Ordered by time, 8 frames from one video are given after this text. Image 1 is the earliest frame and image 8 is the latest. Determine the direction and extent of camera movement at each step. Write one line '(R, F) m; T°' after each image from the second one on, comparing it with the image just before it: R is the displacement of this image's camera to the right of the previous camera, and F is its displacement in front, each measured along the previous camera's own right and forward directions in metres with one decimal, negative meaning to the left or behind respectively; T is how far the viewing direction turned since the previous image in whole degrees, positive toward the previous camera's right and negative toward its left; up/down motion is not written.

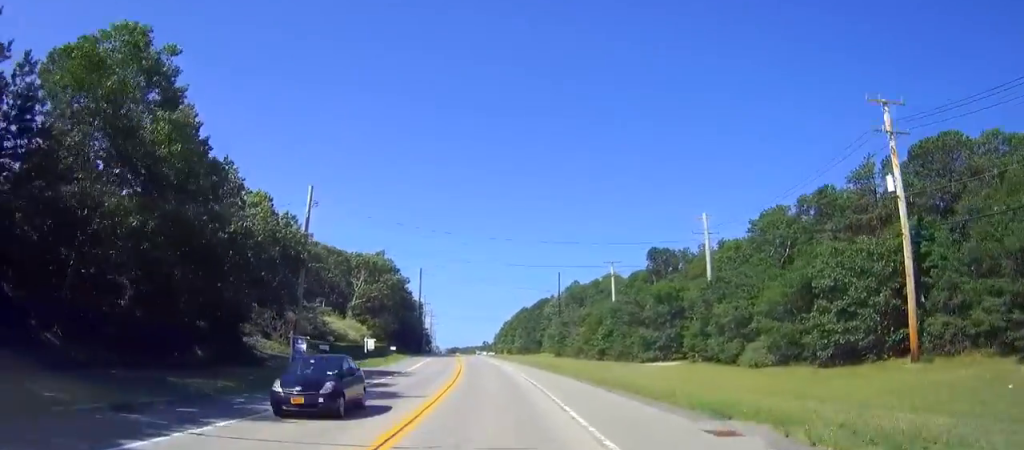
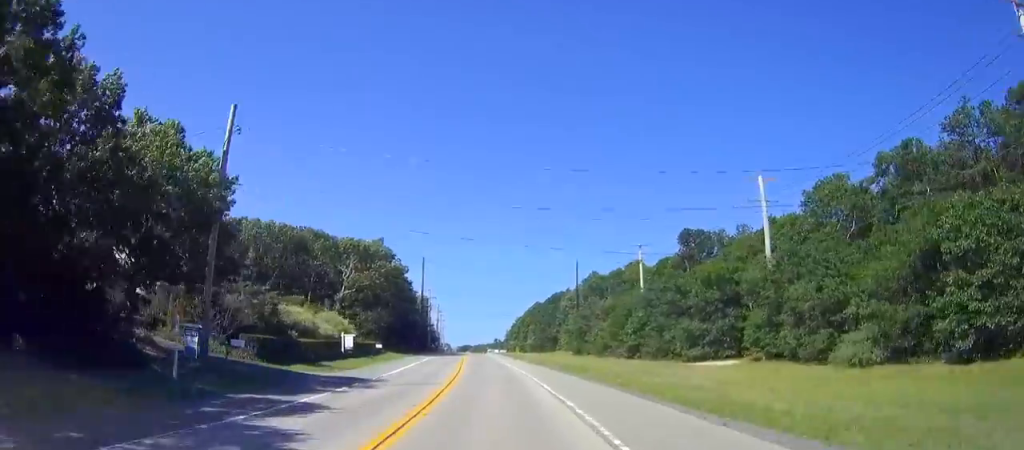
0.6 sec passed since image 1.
(0.0, +14.5) m; 0°
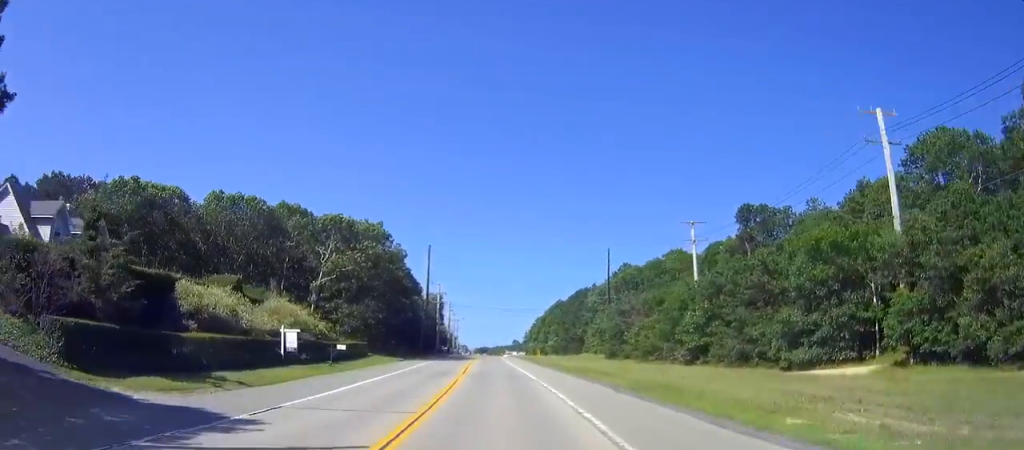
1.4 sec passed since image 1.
(0.0, +19.3) m; 0°
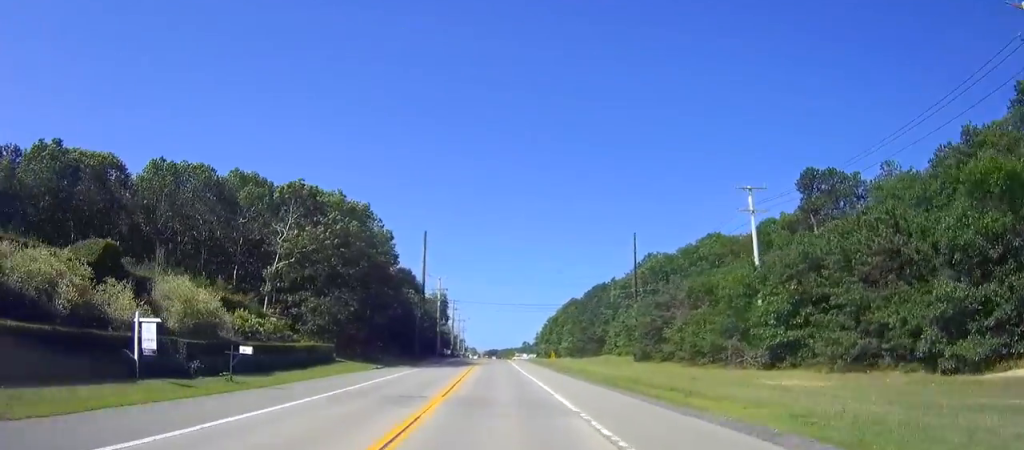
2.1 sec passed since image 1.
(0.0, +16.8) m; 0°
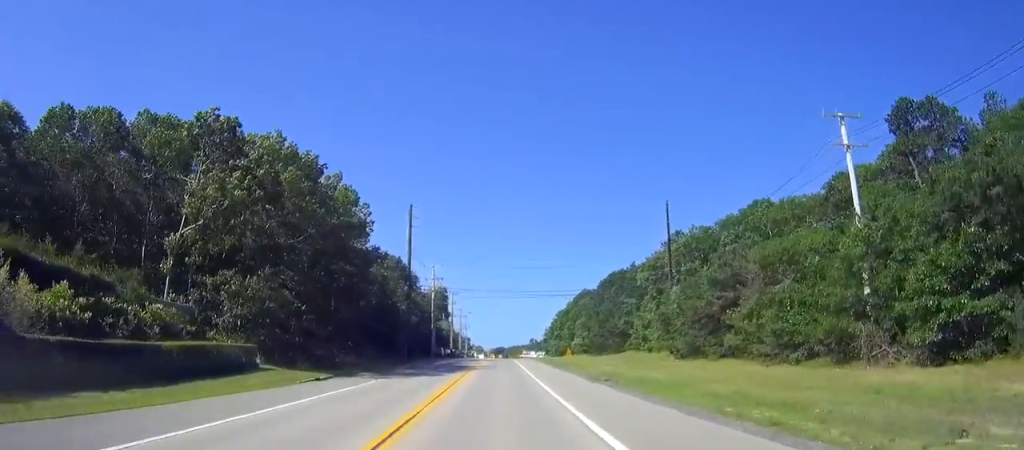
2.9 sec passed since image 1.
(0.0, +18.3) m; -1°
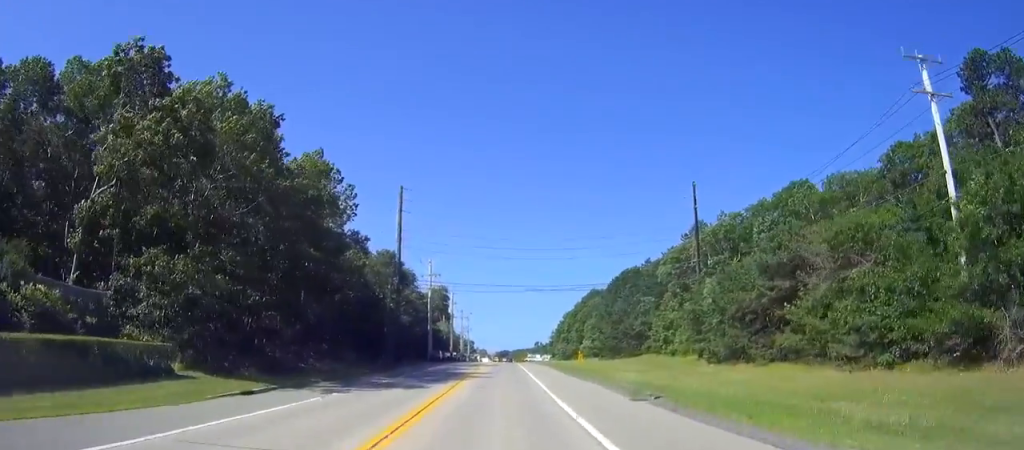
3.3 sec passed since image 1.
(+0.1, +10.3) m; -1°
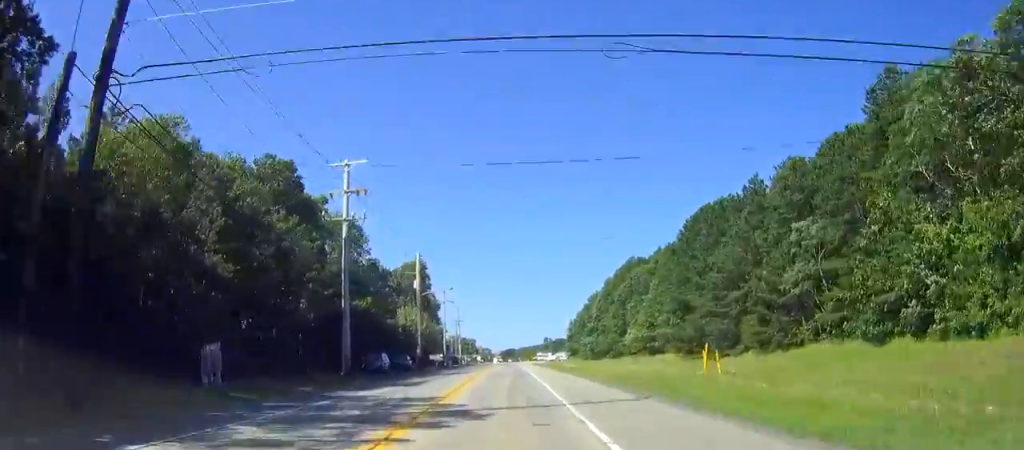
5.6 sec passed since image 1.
(-1.1, +52.7) m; -1°
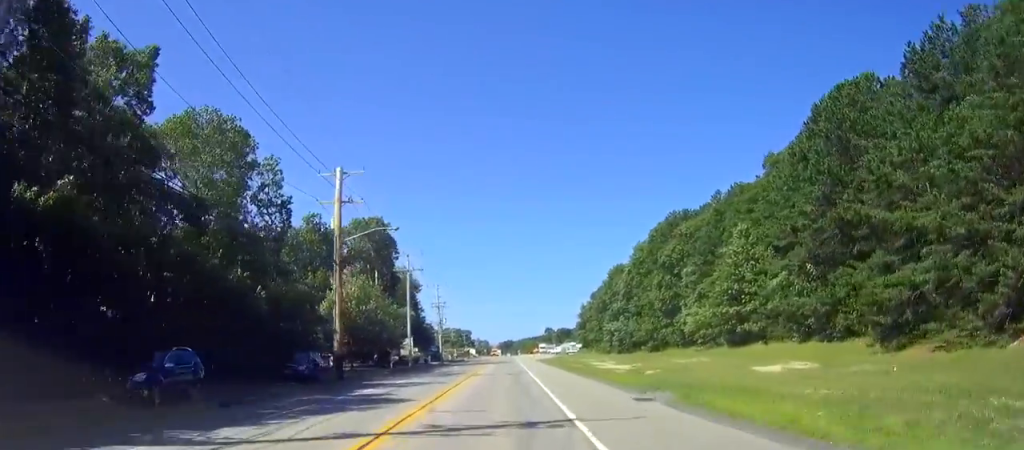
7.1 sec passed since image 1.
(0.0, +34.1) m; 0°
